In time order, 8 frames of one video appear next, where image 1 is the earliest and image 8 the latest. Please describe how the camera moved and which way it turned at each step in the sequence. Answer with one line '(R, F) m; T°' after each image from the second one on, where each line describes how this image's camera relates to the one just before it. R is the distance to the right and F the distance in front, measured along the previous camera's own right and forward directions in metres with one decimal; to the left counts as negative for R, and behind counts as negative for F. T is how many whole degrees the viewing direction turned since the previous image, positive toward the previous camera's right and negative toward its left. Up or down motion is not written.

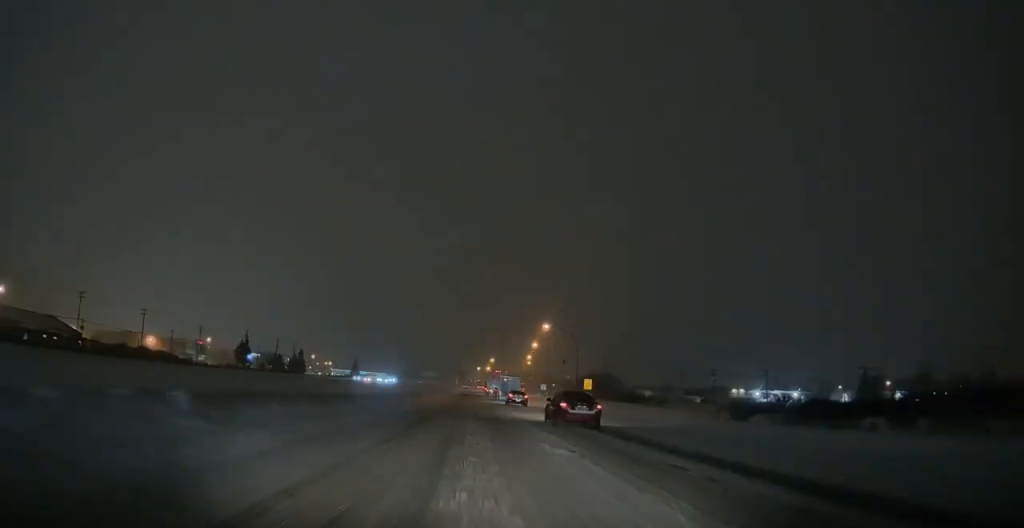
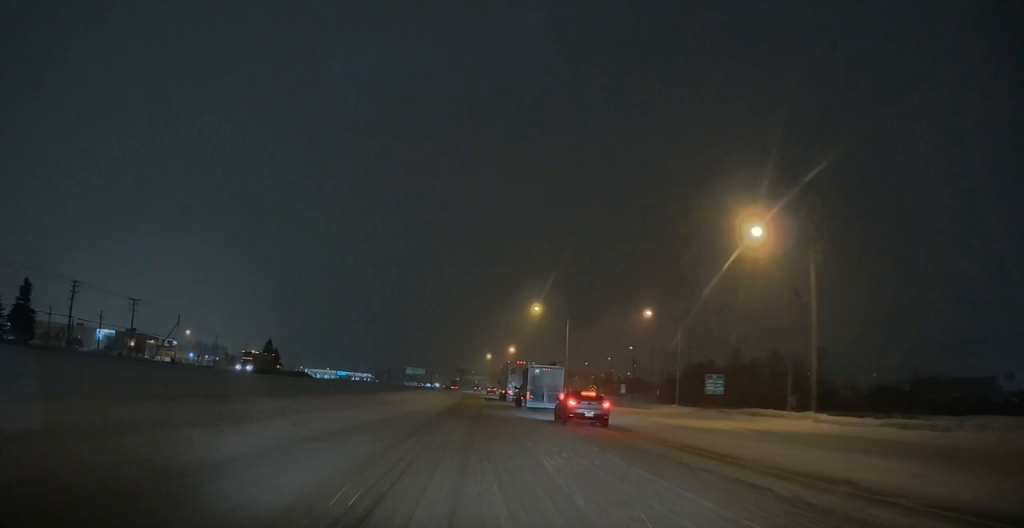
(+2.3, +137.5) m; -5°
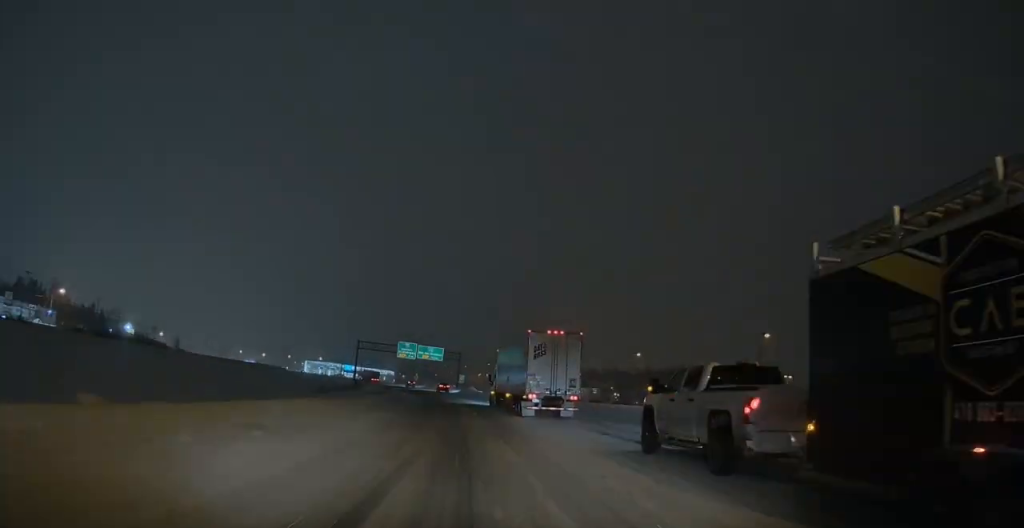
(-6.9, +176.9) m; -9°
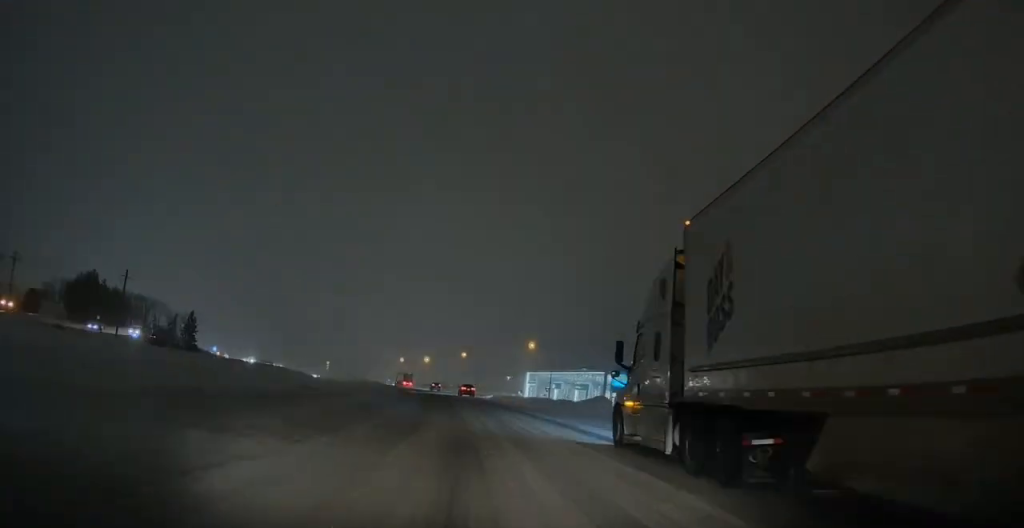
(-30.6, +253.6) m; -16°
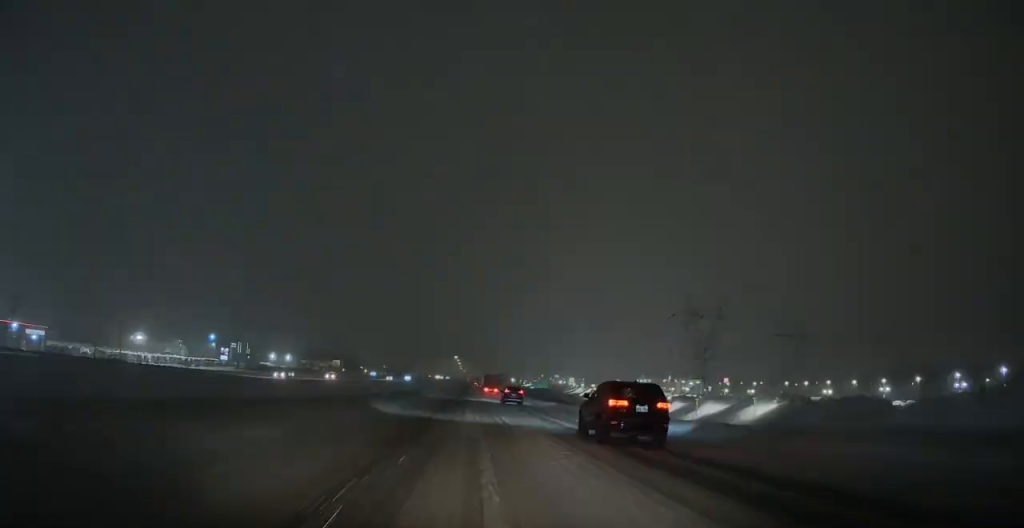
(-53.8, +352.0) m; -9°
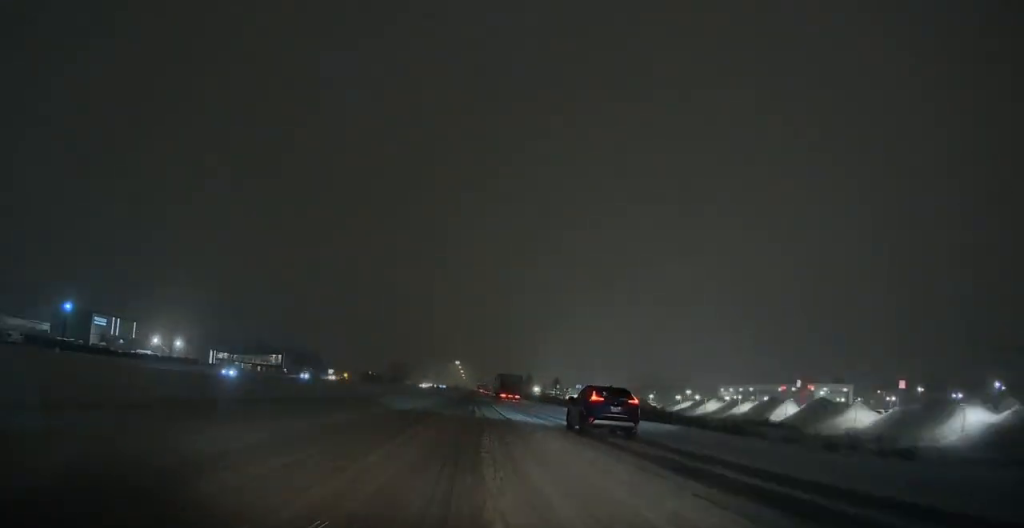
(-0.8, +157.0) m; 0°
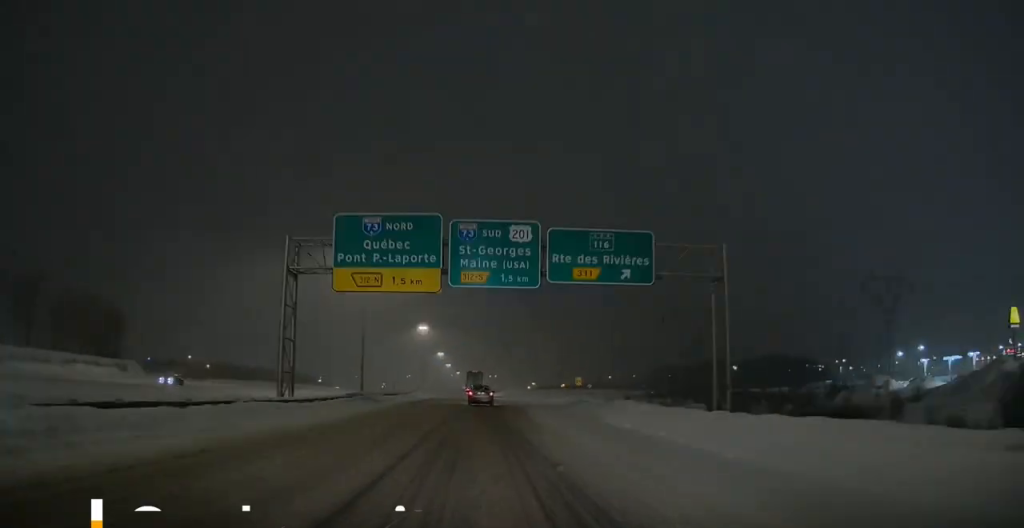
(+0.8, +720.2) m; 0°
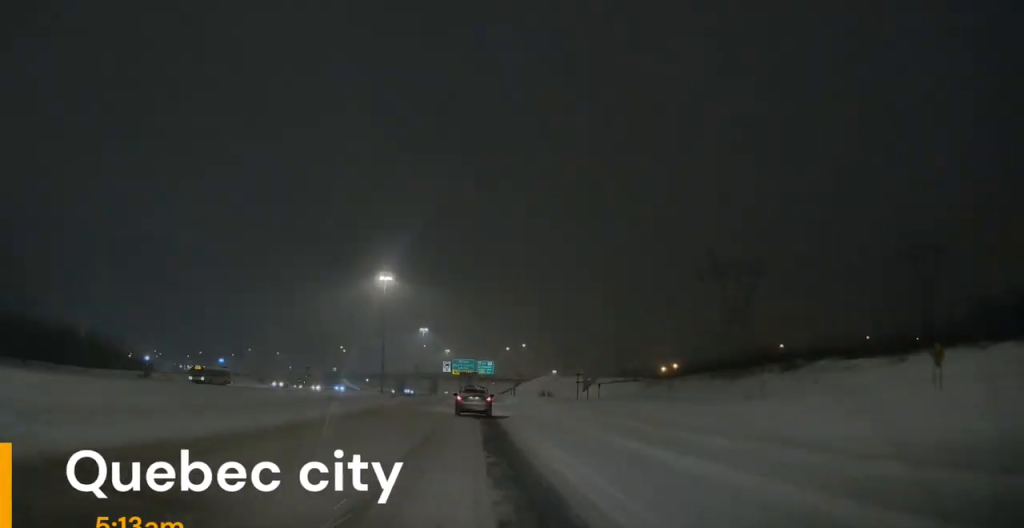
(-0.4, +279.3) m; 0°
